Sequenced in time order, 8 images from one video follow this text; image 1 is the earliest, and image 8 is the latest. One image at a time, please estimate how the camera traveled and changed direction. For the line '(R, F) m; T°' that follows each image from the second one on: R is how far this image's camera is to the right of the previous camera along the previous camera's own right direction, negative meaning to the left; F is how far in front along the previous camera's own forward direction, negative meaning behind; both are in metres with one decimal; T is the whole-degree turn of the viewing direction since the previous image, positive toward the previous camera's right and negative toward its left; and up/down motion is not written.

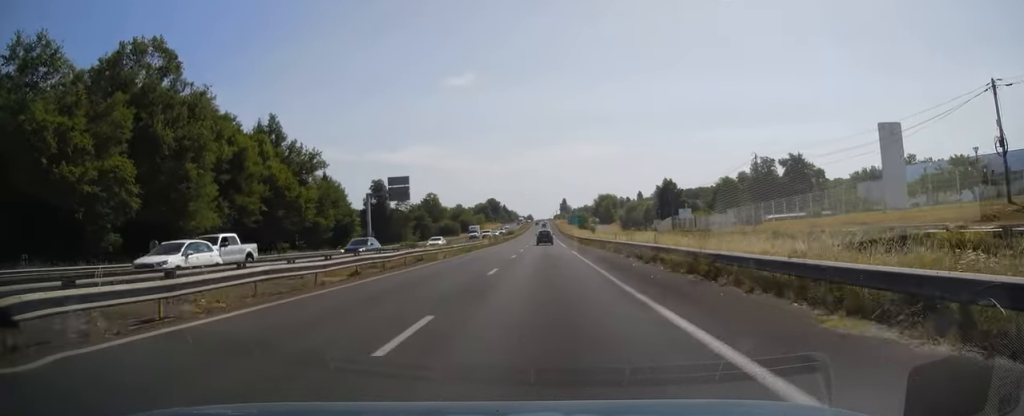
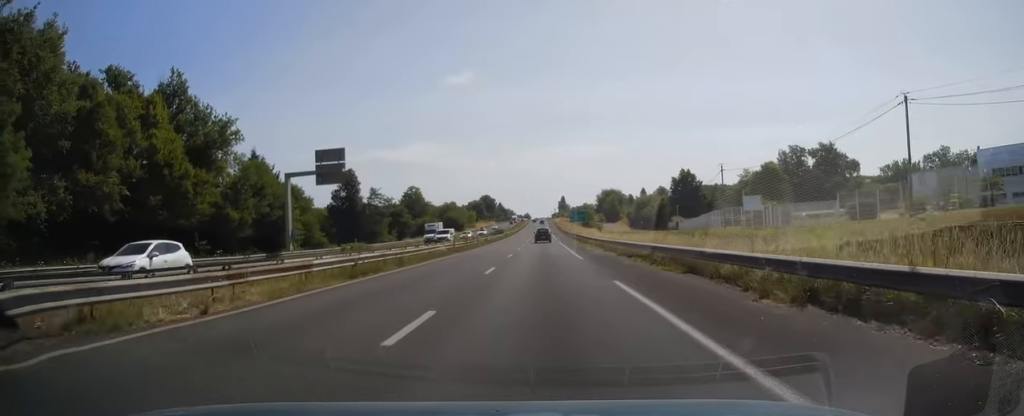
(+0.1, +25.8) m; 0°
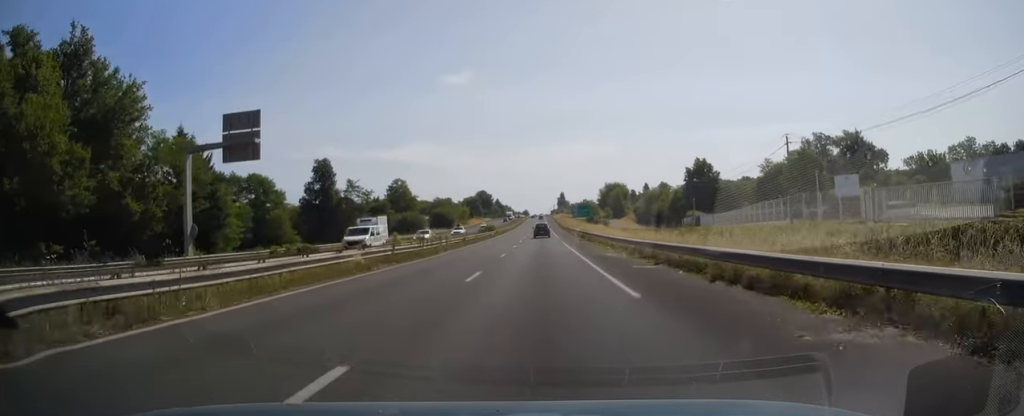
(+0.2, +17.2) m; 0°
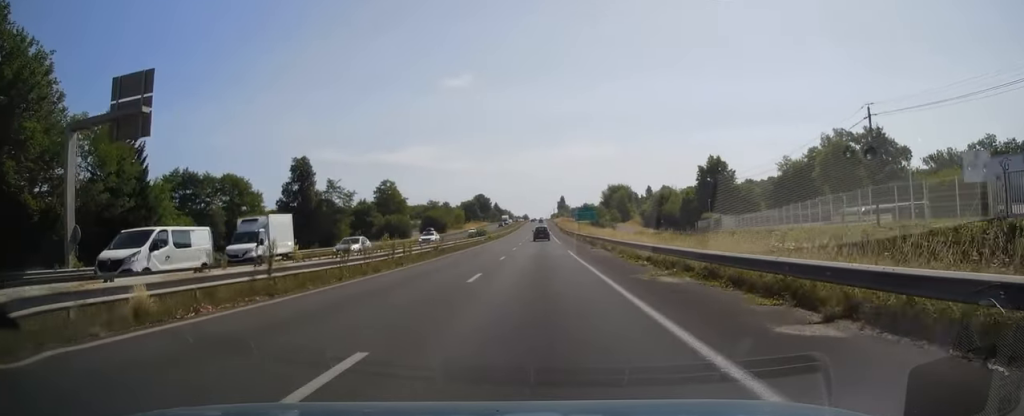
(0.0, +12.1) m; 0°
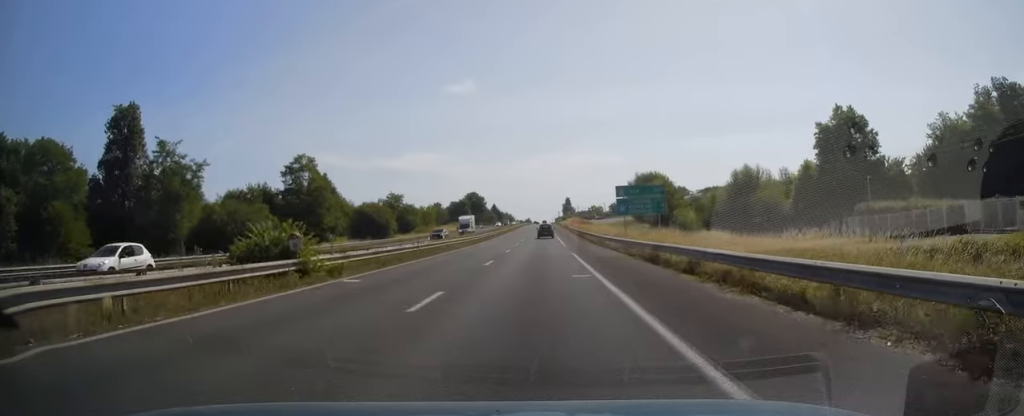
(-0.7, +58.2) m; -1°
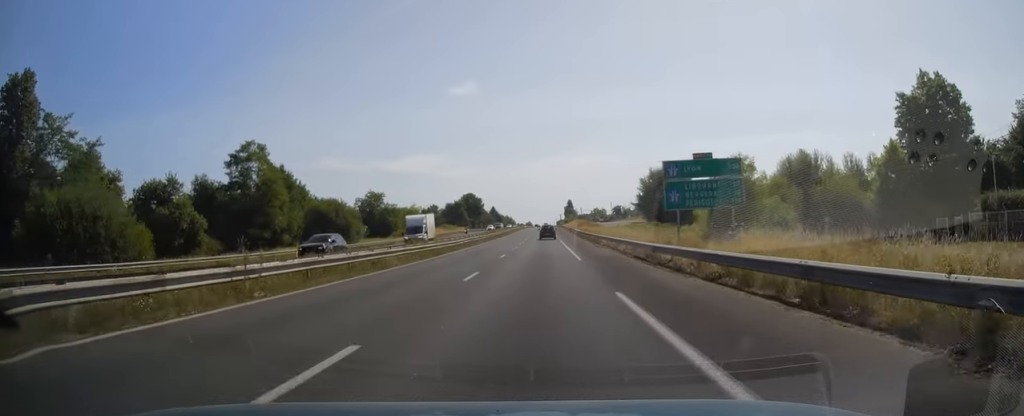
(-0.1, +19.2) m; +1°
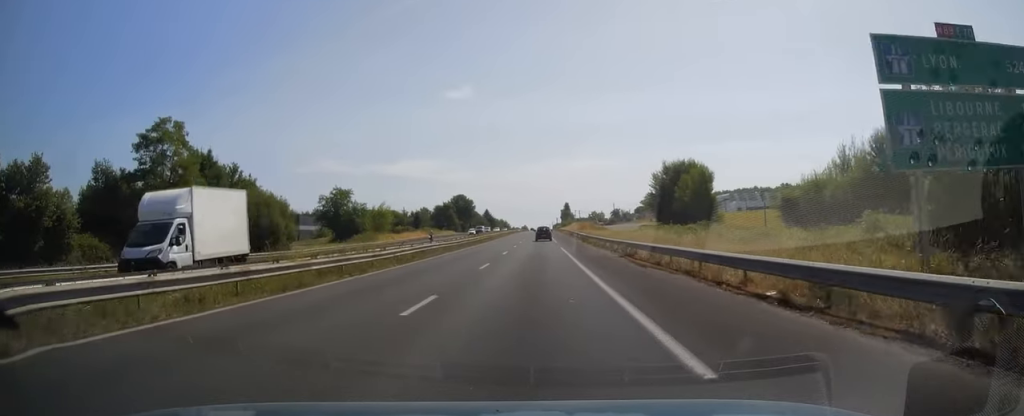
(+0.2, +20.2) m; 0°
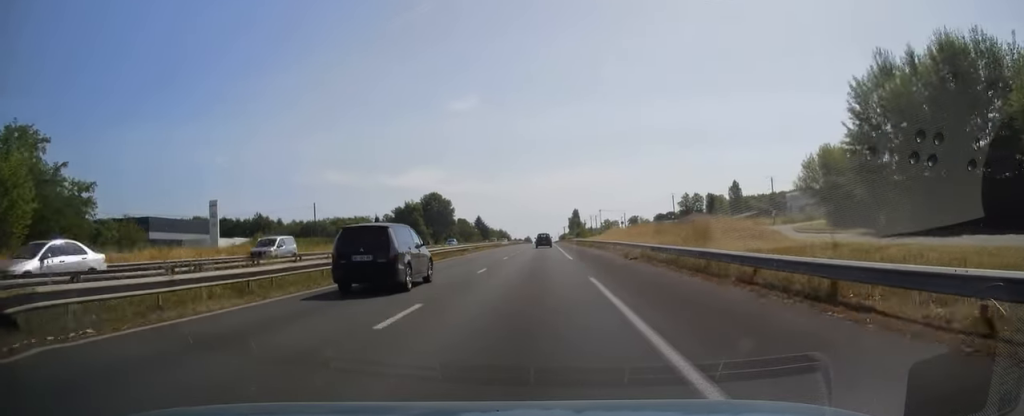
(-0.8, +78.9) m; -1°
